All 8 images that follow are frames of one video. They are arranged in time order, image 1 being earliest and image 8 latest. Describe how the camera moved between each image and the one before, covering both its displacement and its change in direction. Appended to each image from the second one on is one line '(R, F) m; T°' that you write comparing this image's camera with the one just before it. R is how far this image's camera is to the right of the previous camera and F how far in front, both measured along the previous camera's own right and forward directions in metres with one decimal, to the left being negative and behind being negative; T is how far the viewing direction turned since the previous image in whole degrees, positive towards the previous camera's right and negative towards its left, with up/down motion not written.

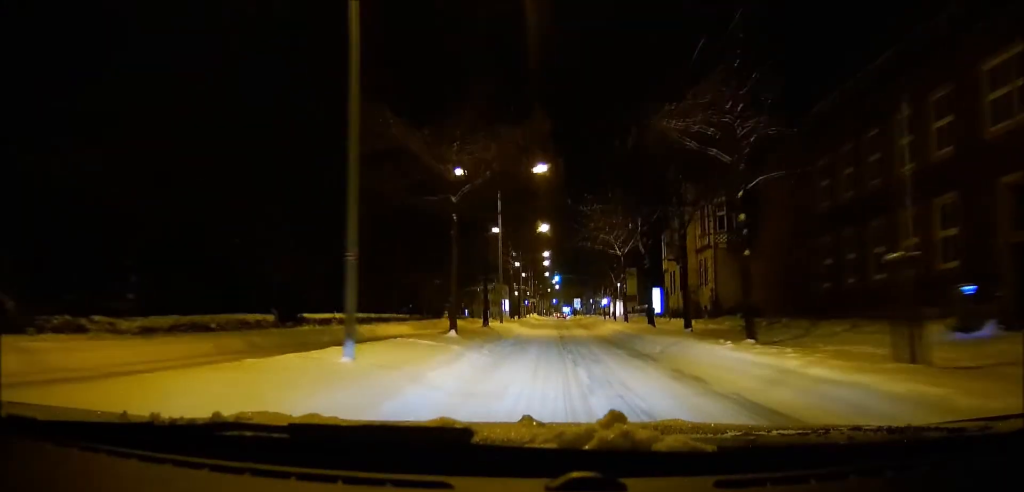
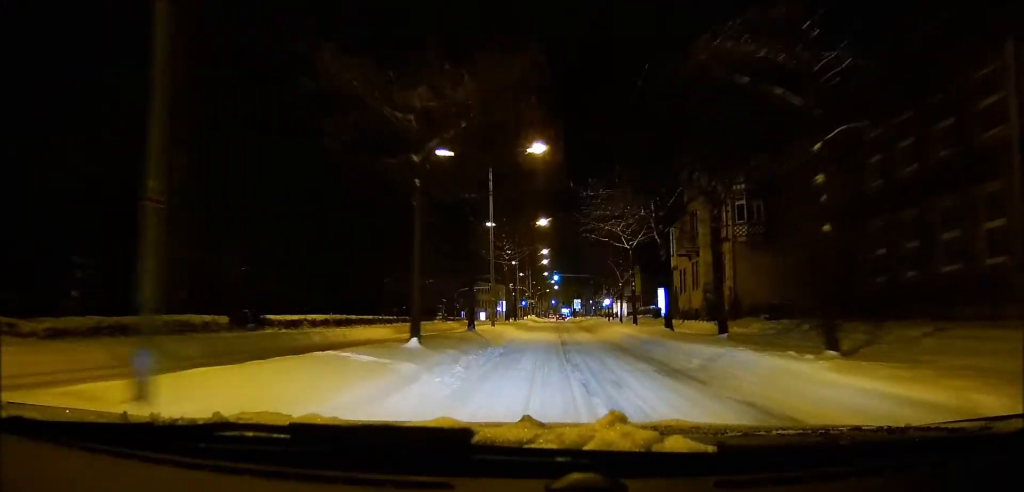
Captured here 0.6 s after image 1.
(0.0, +5.6) m; 0°
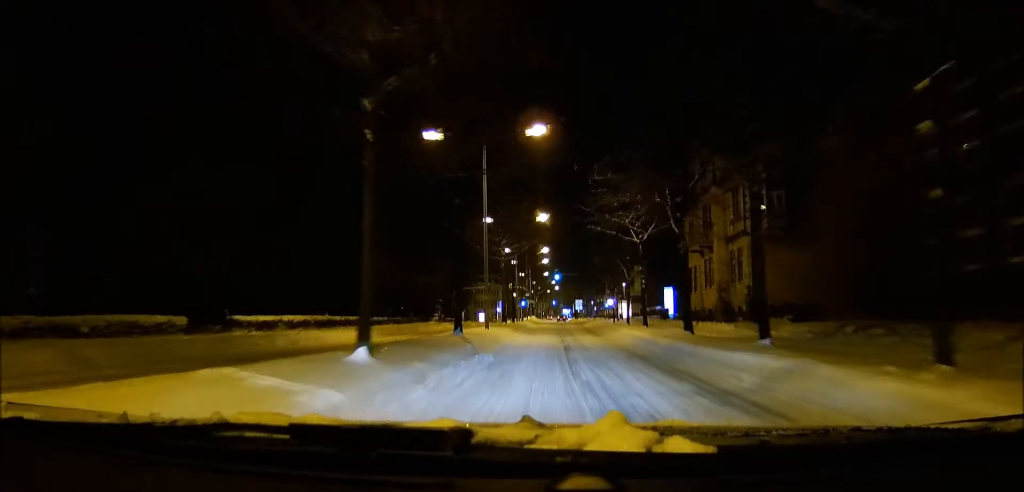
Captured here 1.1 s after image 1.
(0.0, +4.3) m; 0°
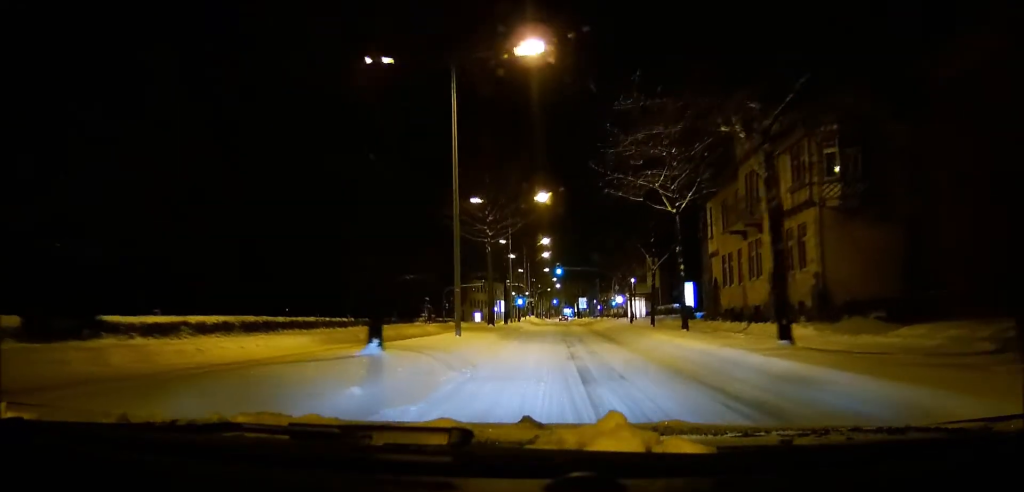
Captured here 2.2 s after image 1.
(0.0, +10.5) m; -1°
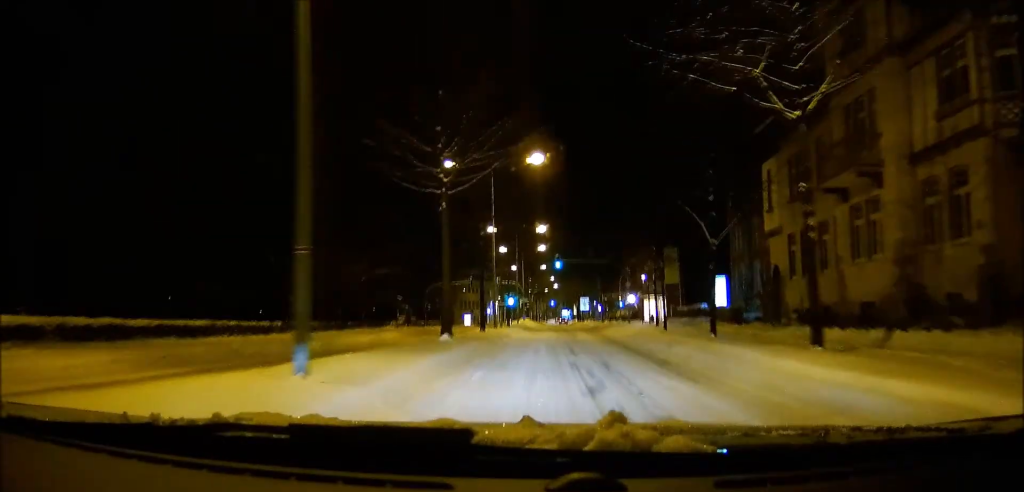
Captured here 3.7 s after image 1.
(-0.5, +14.3) m; -4°
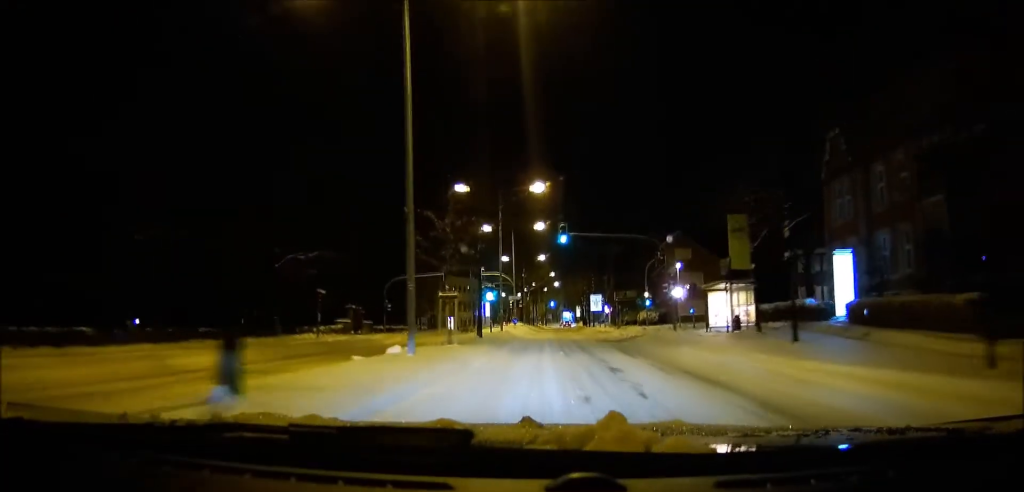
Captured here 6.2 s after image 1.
(-0.2, +25.7) m; 0°
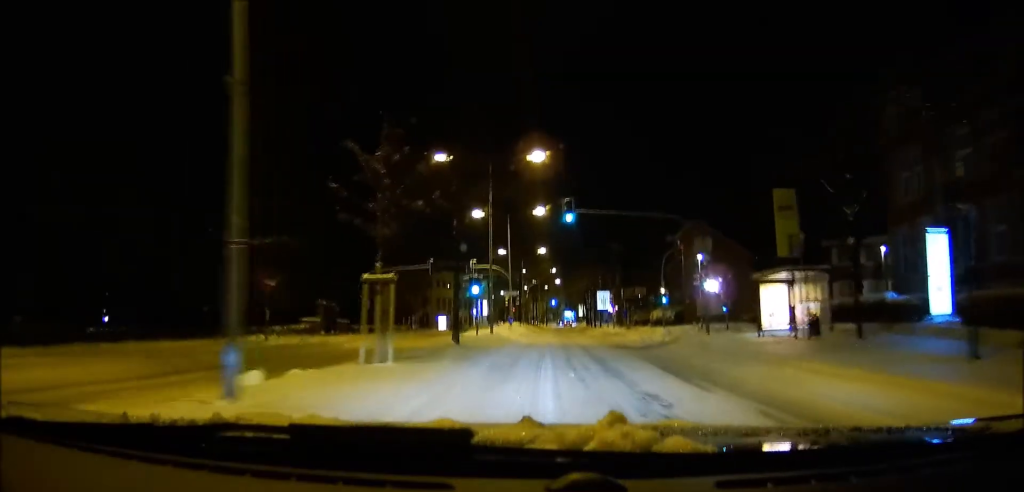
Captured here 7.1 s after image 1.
(0.0, +9.7) m; 0°
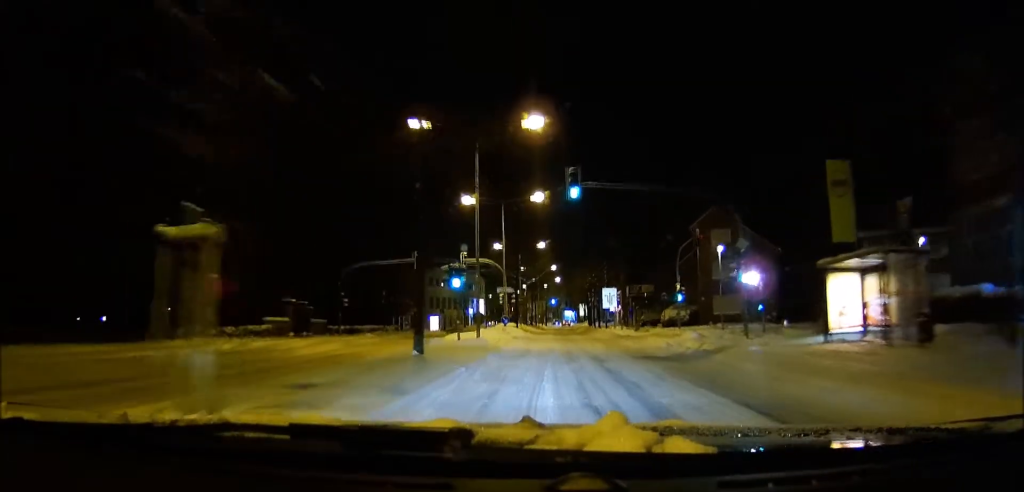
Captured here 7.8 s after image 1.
(0.0, +7.2) m; 0°
